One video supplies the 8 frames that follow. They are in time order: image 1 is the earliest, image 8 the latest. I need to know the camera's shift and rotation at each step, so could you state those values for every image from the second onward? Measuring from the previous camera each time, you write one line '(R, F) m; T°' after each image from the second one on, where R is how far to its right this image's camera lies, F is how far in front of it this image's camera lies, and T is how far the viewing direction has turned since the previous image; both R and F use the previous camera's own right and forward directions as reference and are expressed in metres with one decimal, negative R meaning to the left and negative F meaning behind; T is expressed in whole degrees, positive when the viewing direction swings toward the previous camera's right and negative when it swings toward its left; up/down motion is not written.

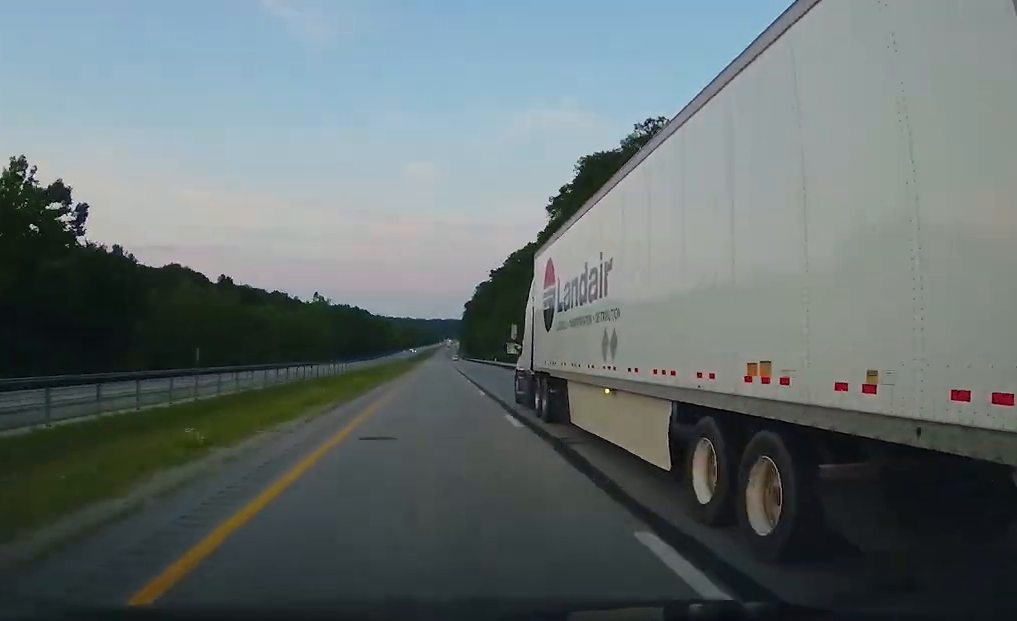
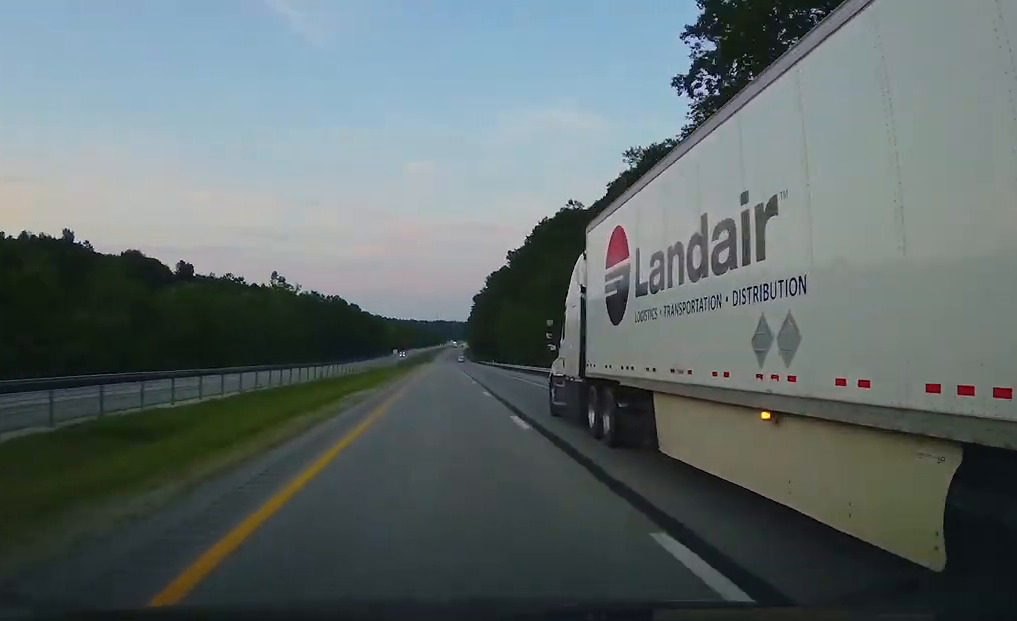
(-0.2, +61.4) m; 0°
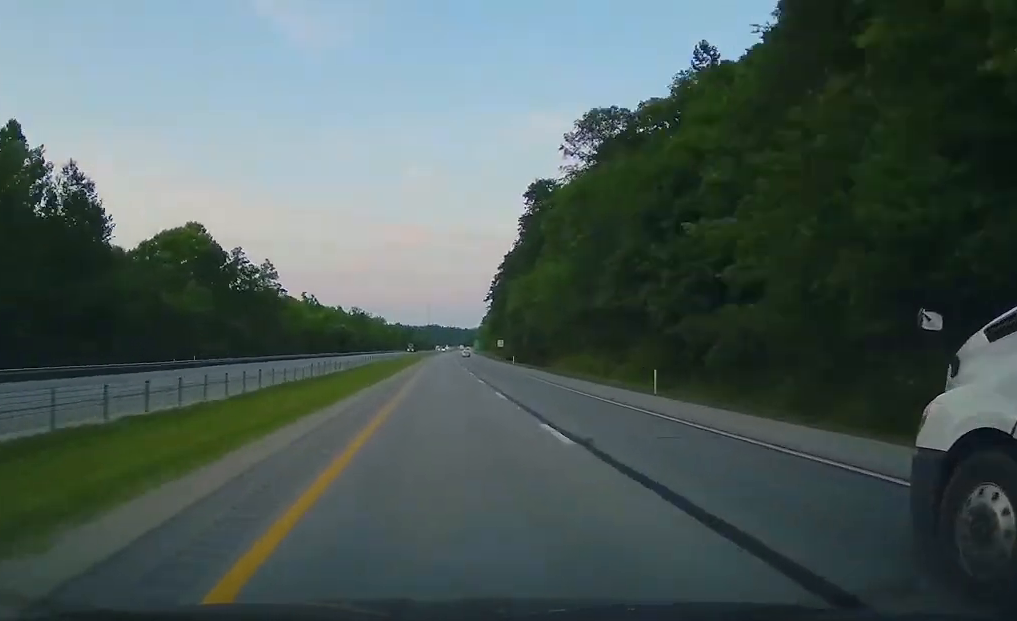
(+1.3, +222.6) m; +1°
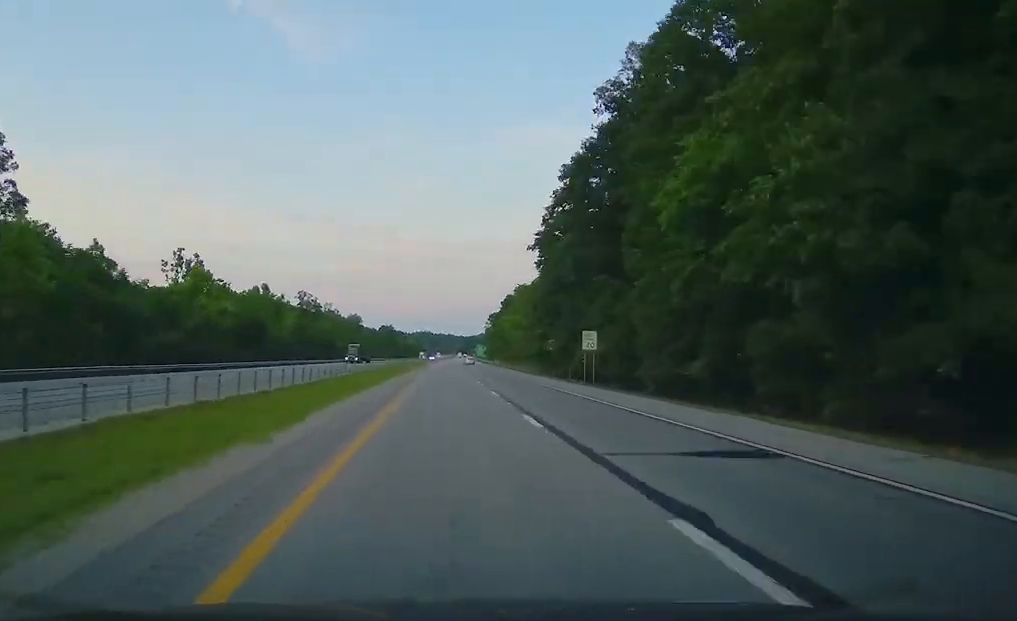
(+0.5, +94.3) m; +1°
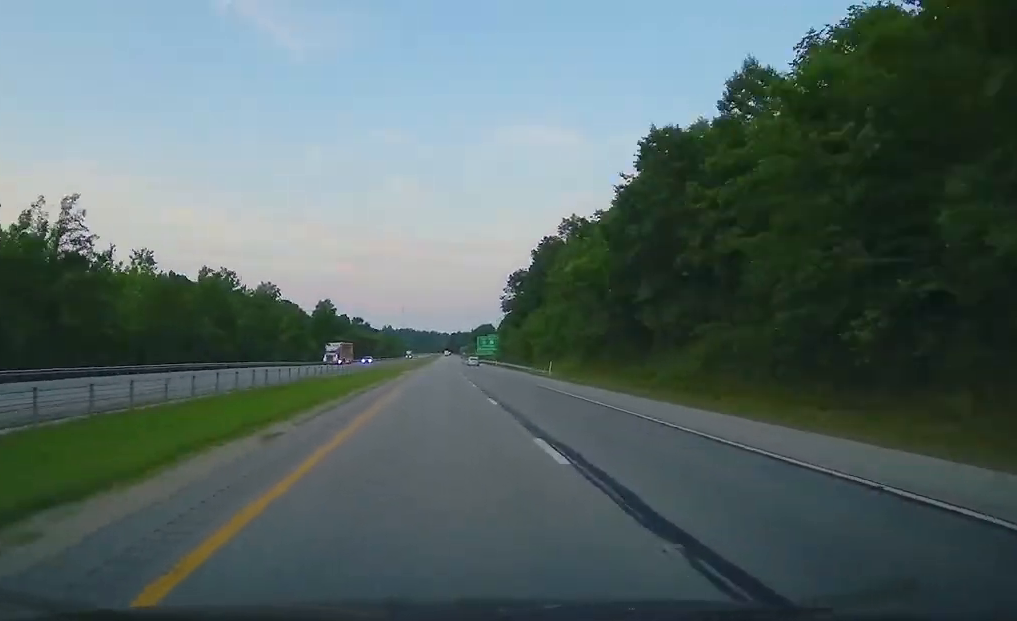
(+1.8, +140.8) m; +1°
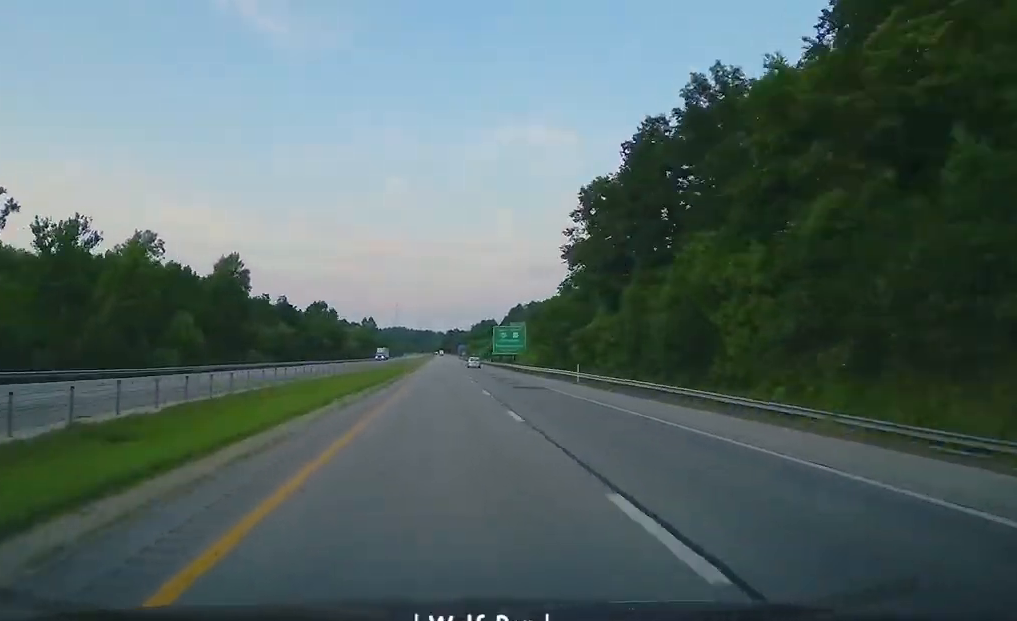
(+0.6, +79.5) m; 0°
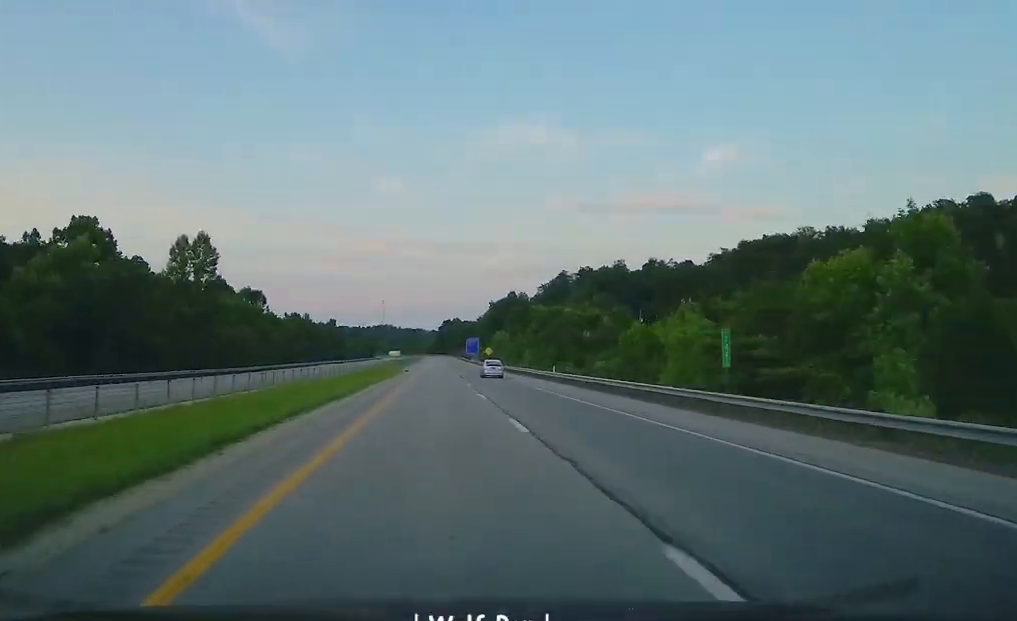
(-1.7, +211.0) m; 0°
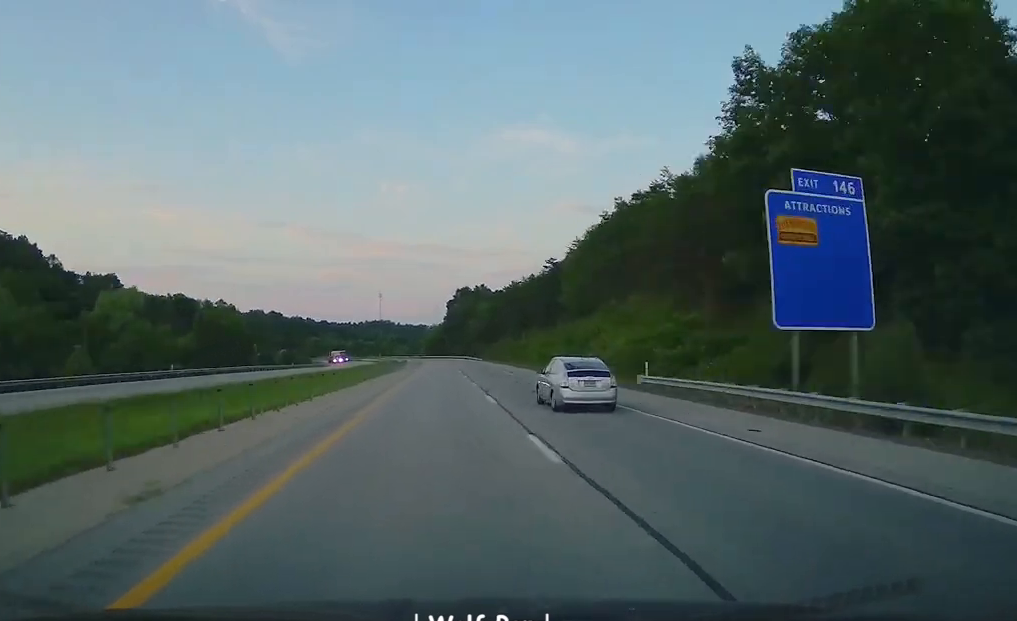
(+1.3, +209.2) m; -1°
